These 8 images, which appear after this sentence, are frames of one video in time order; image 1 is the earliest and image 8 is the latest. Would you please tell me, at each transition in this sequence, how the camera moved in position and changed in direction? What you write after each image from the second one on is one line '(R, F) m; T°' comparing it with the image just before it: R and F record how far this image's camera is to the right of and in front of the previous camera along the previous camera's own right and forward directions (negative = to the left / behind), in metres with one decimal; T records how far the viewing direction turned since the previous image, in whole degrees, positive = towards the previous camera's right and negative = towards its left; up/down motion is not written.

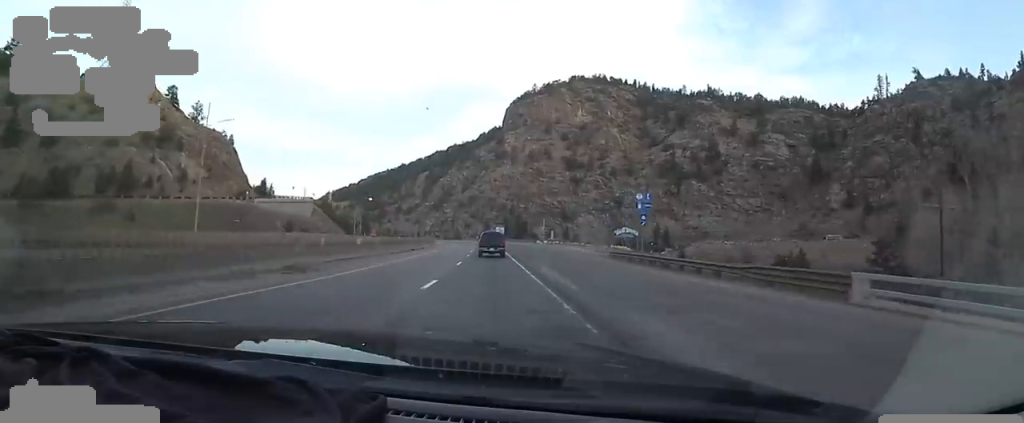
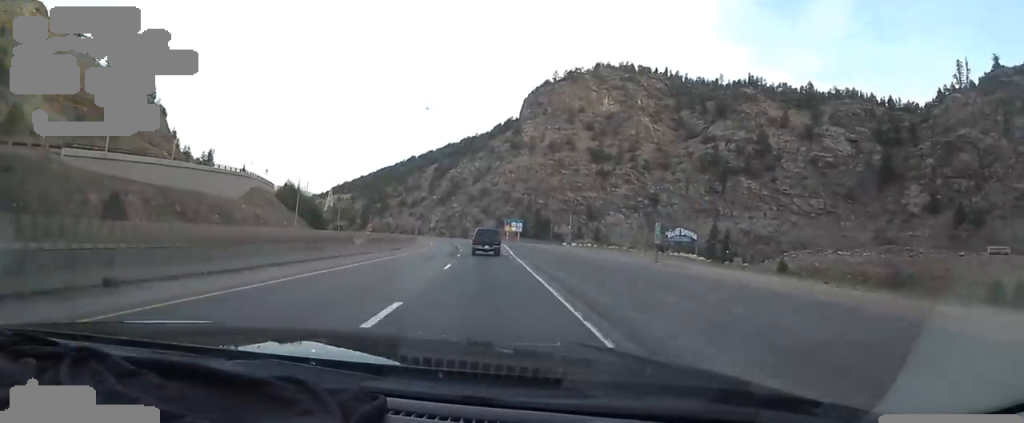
(-0.3, +42.2) m; -1°
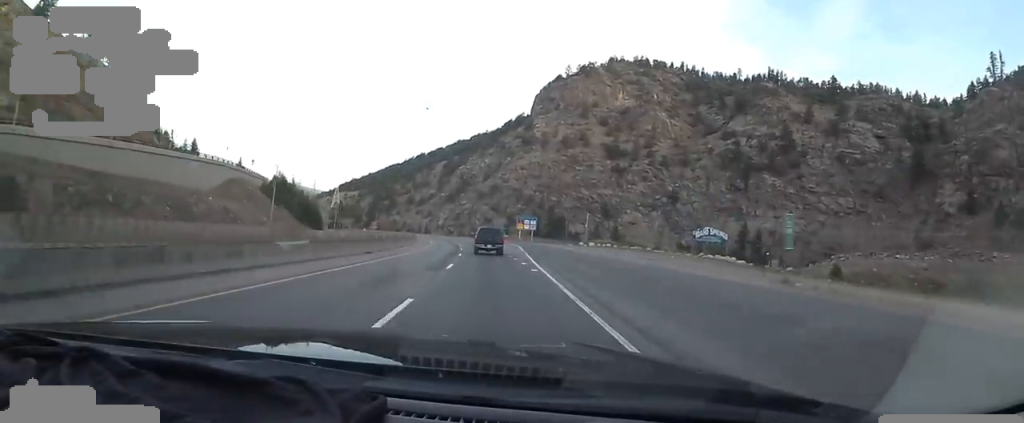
(-0.1, +12.5) m; 0°
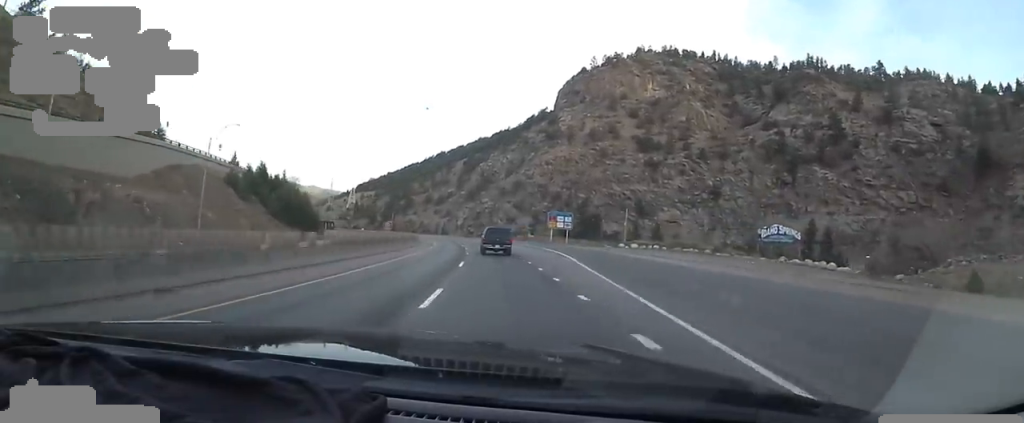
(0.0, +22.2) m; -3°
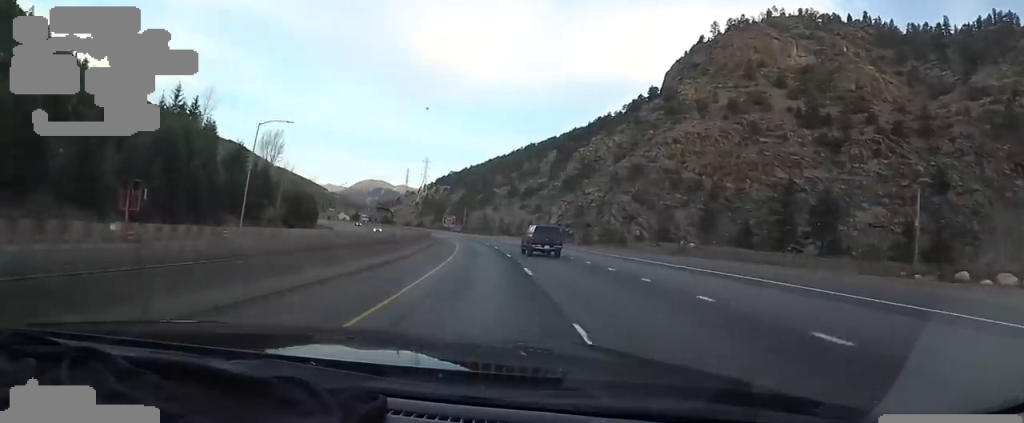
(-6.8, +76.7) m; -11°
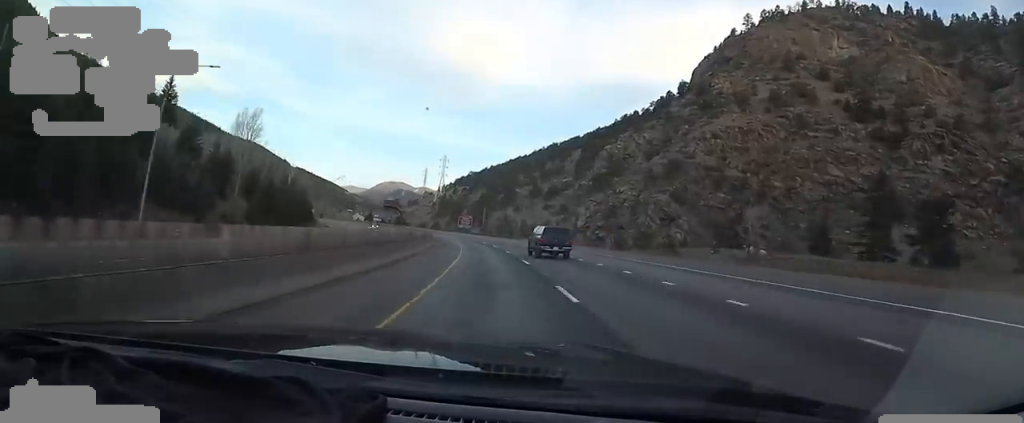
(-1.2, +18.3) m; -4°
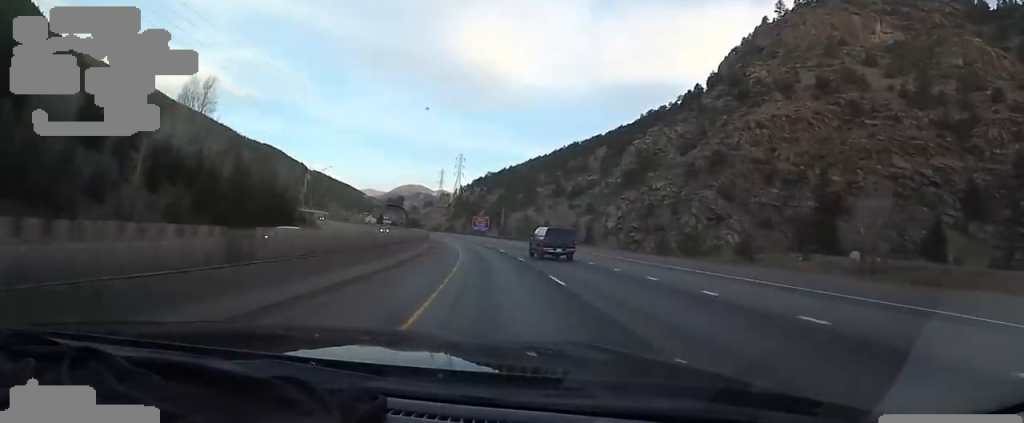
(-0.2, +20.2) m; -2°
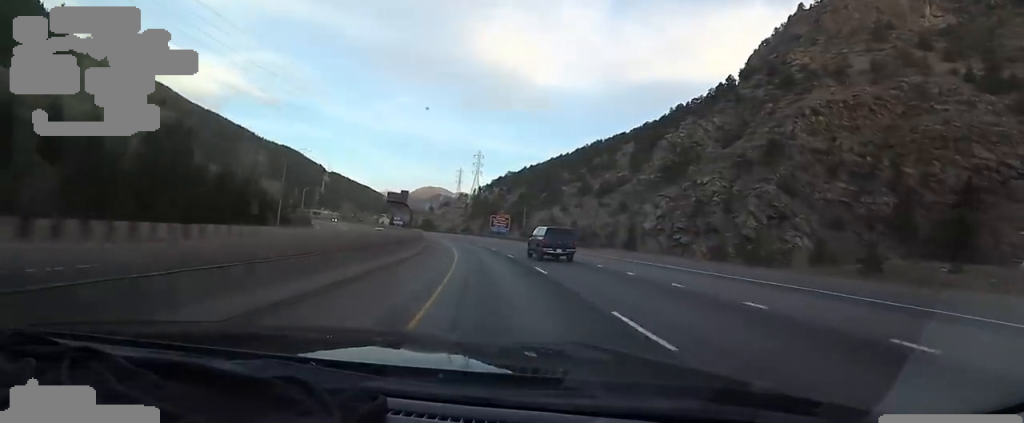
(-0.3, +20.1) m; -3°
